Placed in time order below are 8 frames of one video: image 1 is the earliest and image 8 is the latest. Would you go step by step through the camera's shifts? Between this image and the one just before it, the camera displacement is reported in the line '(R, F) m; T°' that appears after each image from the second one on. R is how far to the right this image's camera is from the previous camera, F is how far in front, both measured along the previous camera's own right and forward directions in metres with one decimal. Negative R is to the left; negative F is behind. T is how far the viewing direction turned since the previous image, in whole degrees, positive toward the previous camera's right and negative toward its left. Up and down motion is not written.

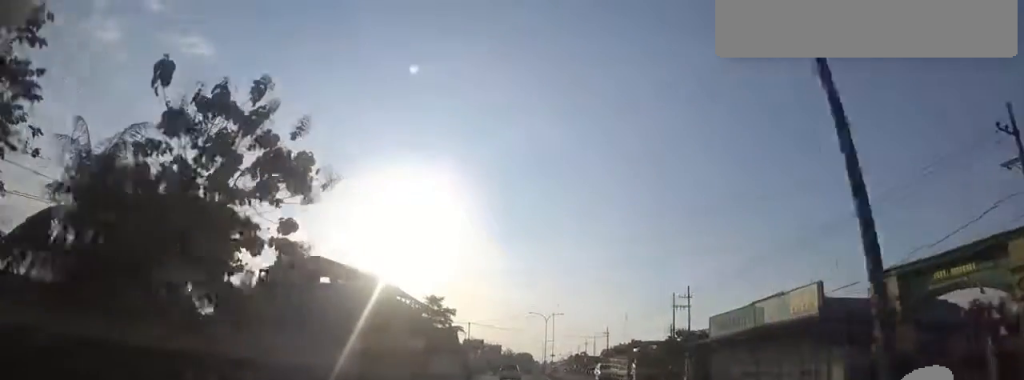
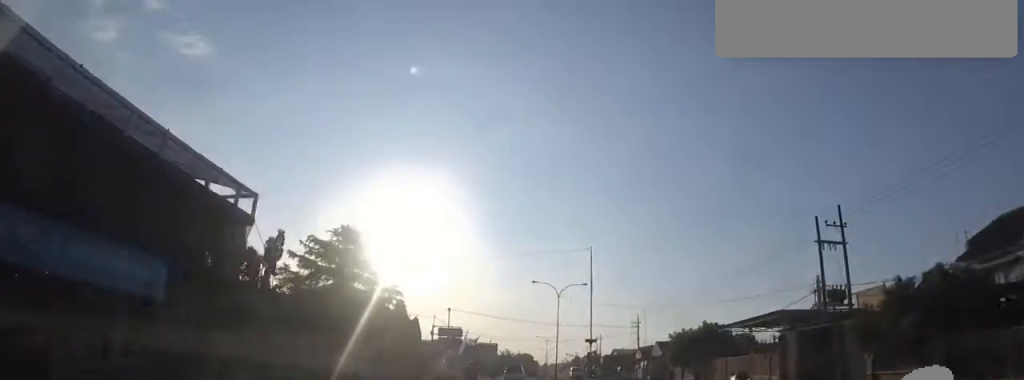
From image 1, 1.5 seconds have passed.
(-0.5, +30.4) m; -2°
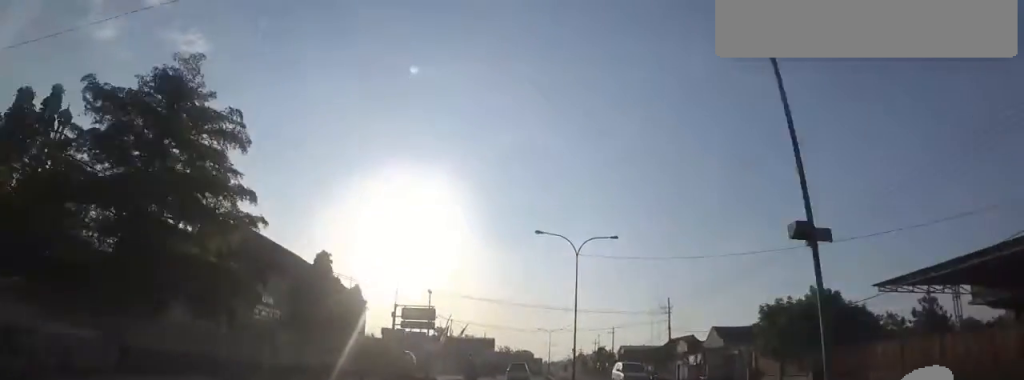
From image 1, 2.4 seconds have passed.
(0.0, +17.5) m; 0°
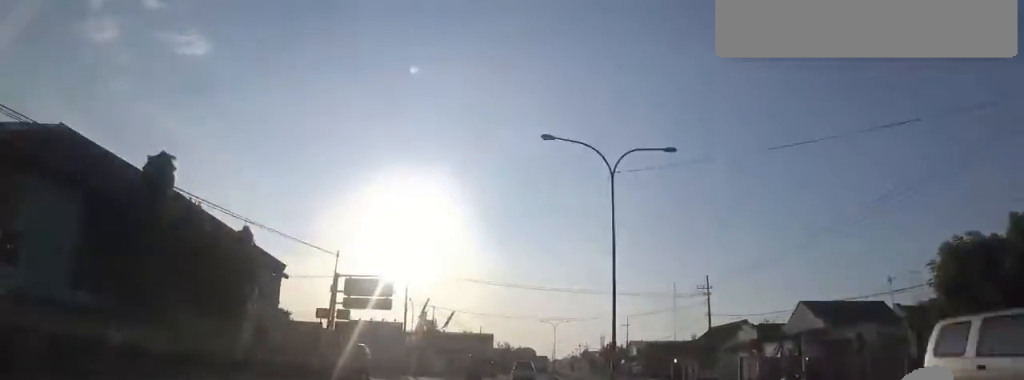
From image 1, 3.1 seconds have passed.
(0.0, +13.3) m; +1°
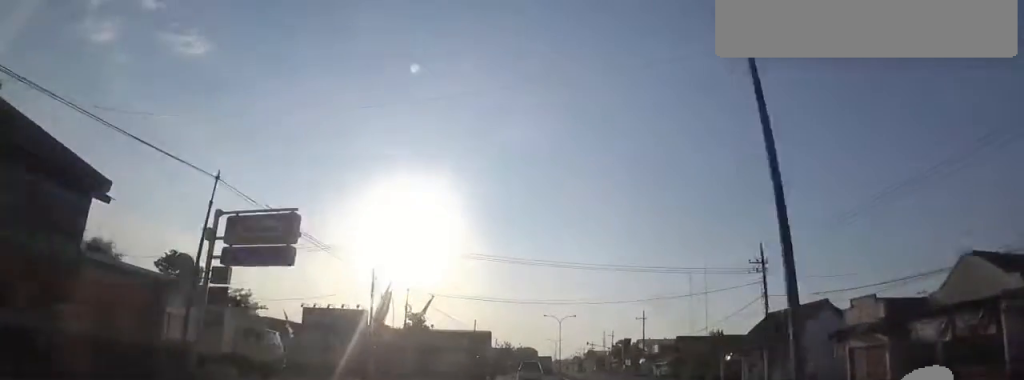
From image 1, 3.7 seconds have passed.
(+0.1, +11.9) m; +1°
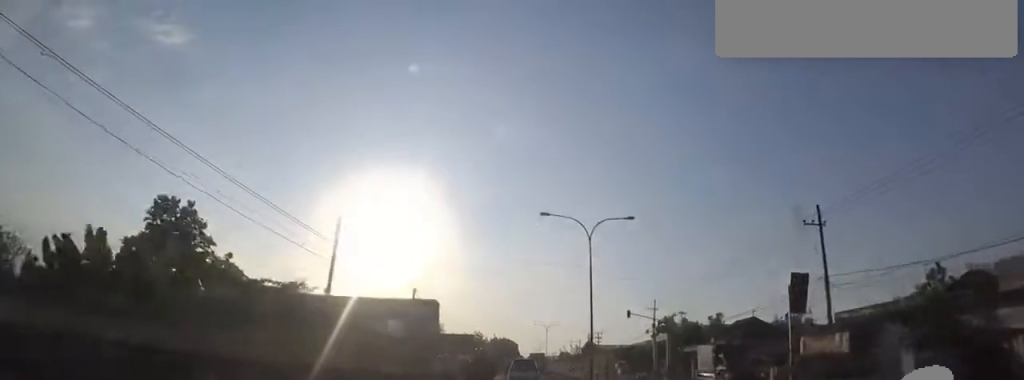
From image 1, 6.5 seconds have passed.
(+0.6, +53.5) m; +2°
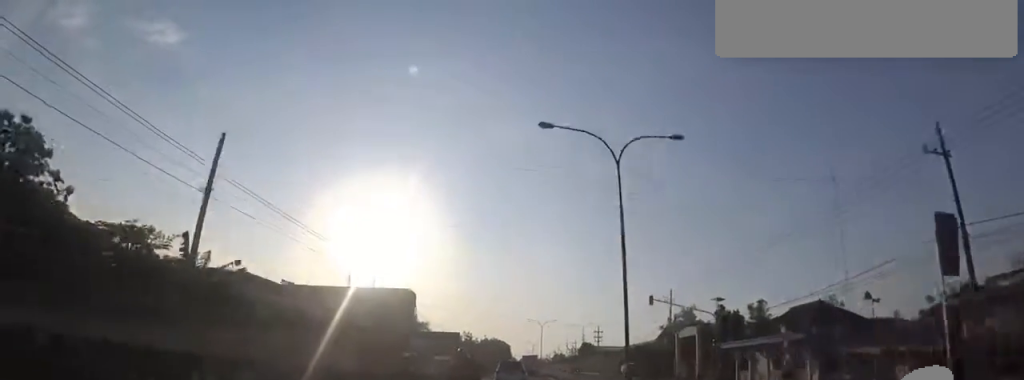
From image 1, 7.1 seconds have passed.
(0.0, +11.0) m; 0°
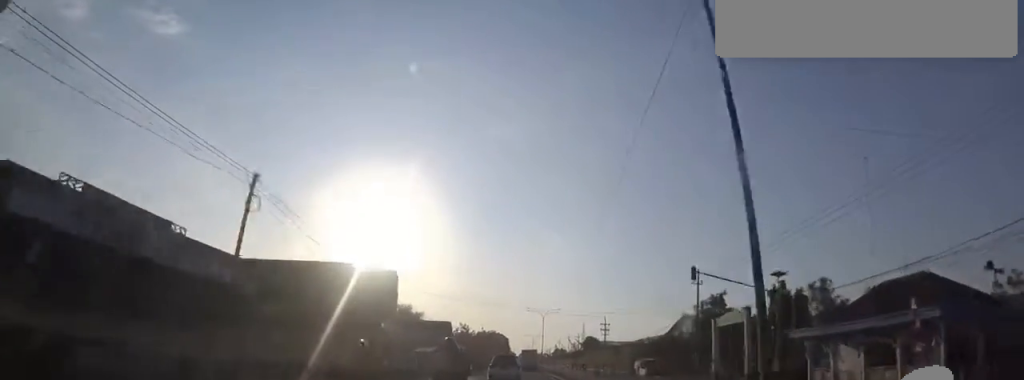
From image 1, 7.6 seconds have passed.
(0.0, +9.3) m; 0°
